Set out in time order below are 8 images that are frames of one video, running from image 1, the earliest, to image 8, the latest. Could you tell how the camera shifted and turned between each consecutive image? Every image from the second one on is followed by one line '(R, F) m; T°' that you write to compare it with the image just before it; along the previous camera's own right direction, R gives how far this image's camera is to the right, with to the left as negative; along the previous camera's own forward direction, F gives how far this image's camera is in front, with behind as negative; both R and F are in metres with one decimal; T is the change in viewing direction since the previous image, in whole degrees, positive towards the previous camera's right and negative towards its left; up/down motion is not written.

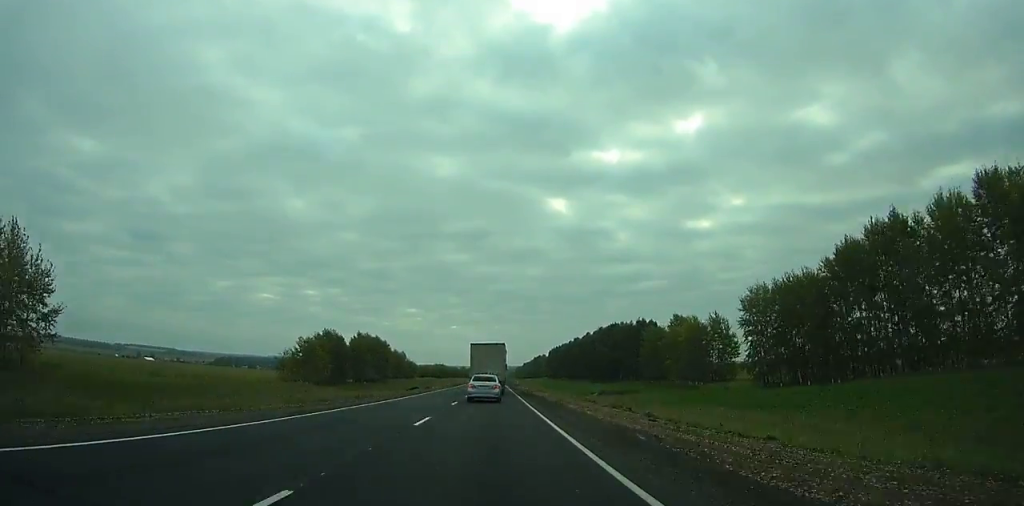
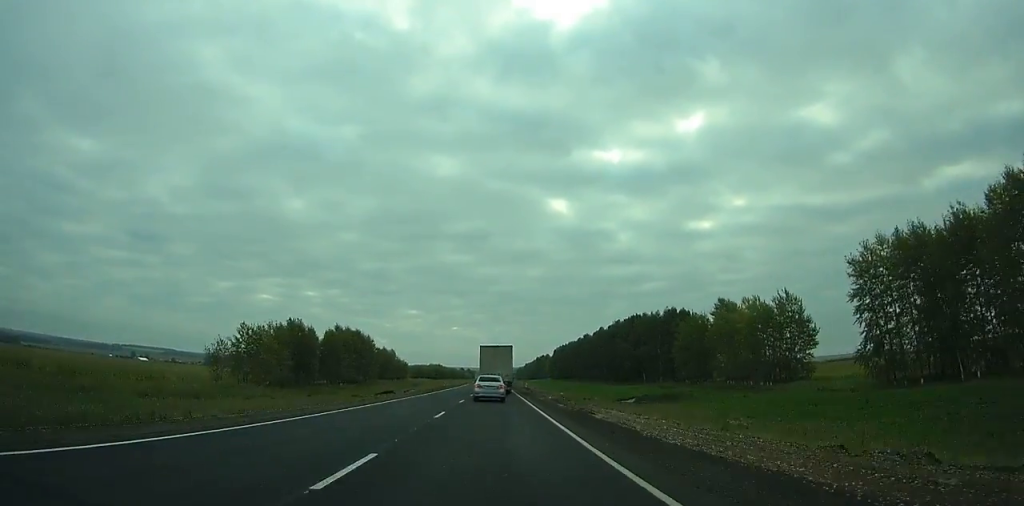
(0.0, +35.4) m; 0°
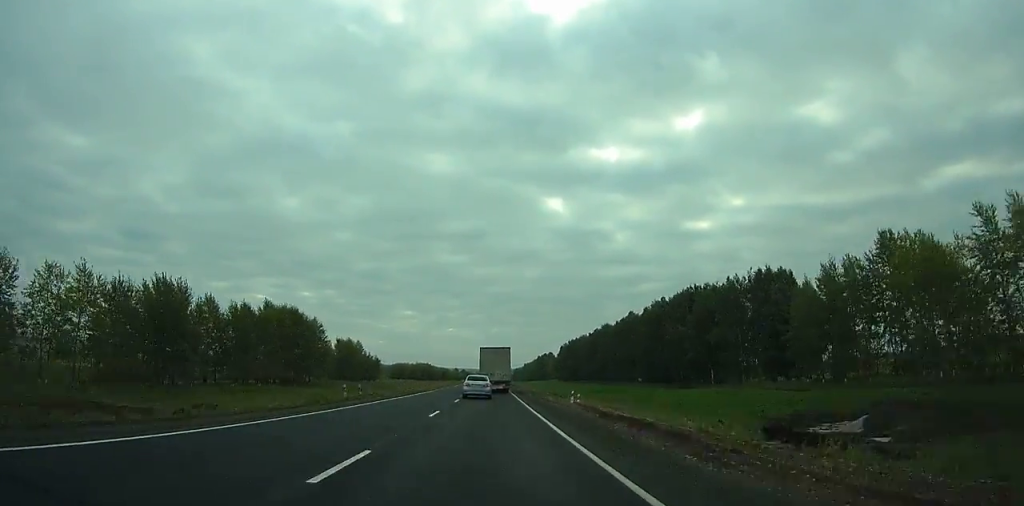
(0.0, +61.1) m; 0°
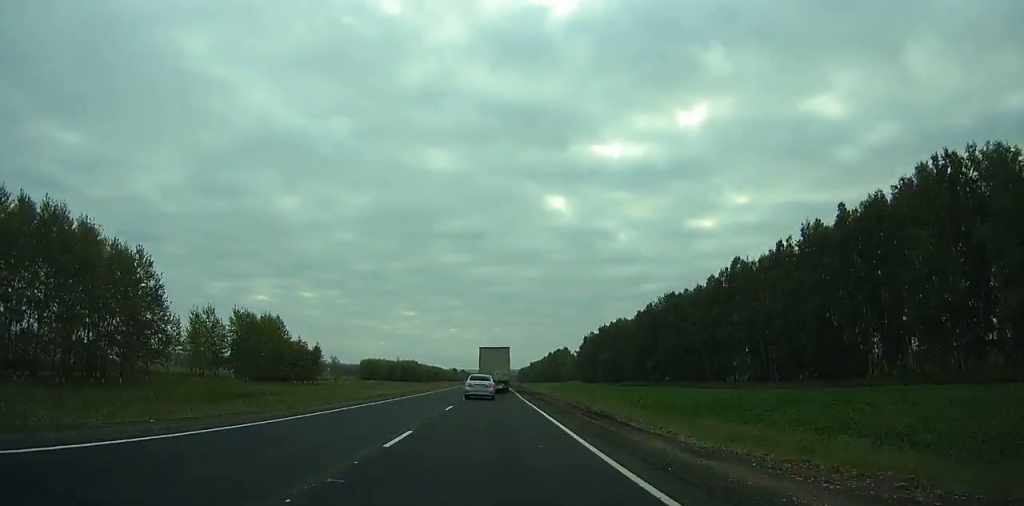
(-0.4, +78.7) m; 0°
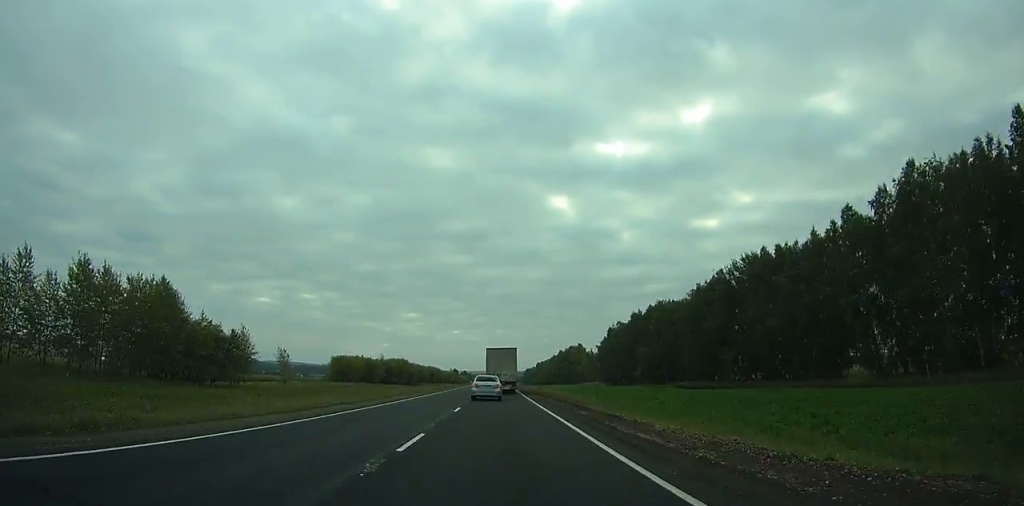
(0.0, +47.1) m; 0°
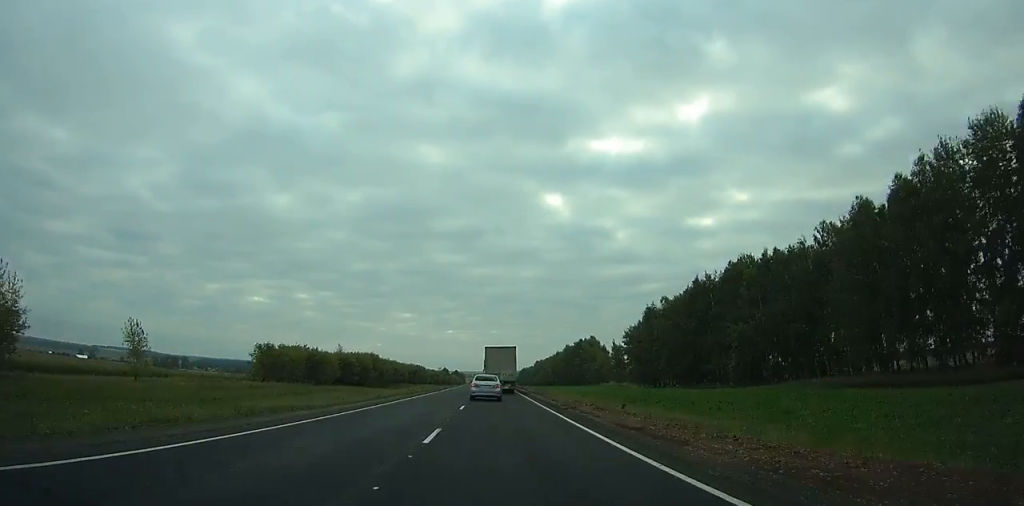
(0.0, +56.8) m; 0°
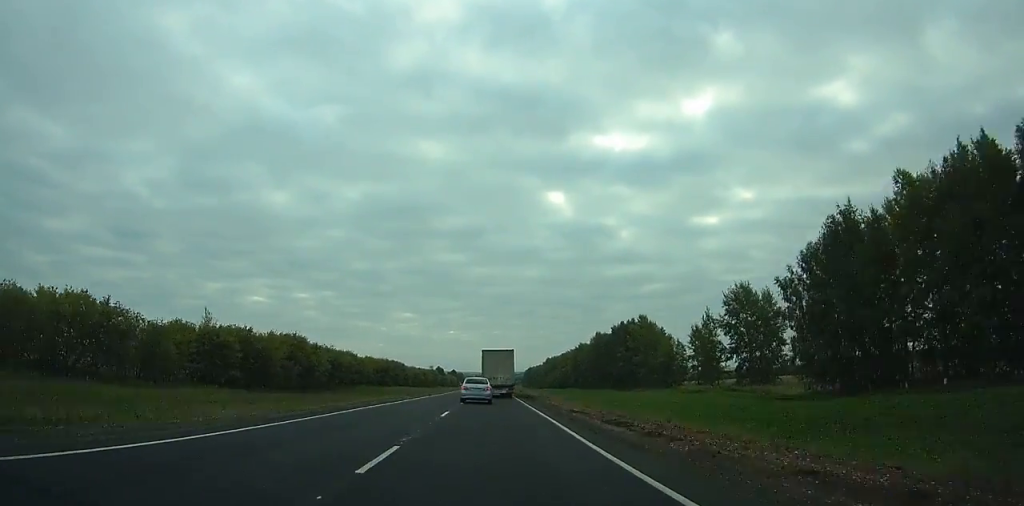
(+0.2, +86.9) m; 0°
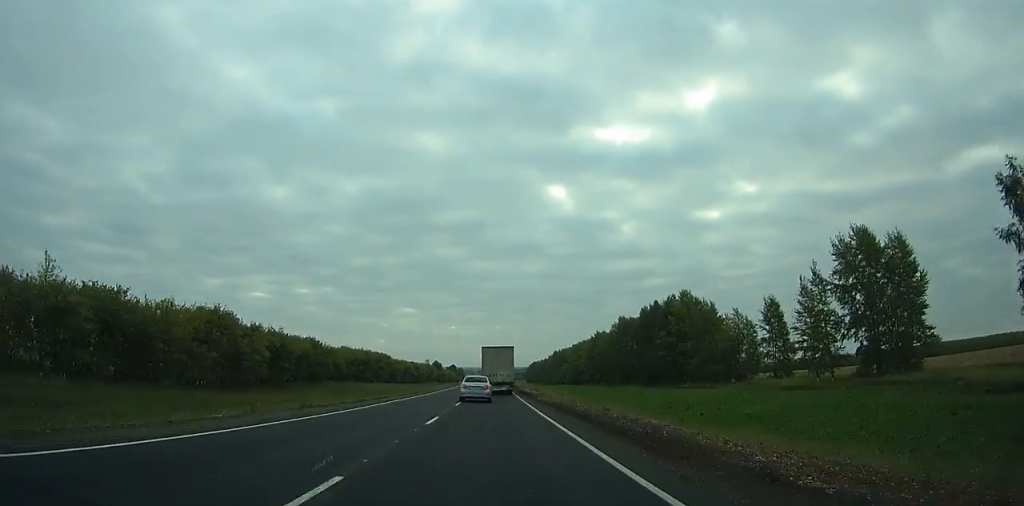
(0.0, +39.2) m; 0°
